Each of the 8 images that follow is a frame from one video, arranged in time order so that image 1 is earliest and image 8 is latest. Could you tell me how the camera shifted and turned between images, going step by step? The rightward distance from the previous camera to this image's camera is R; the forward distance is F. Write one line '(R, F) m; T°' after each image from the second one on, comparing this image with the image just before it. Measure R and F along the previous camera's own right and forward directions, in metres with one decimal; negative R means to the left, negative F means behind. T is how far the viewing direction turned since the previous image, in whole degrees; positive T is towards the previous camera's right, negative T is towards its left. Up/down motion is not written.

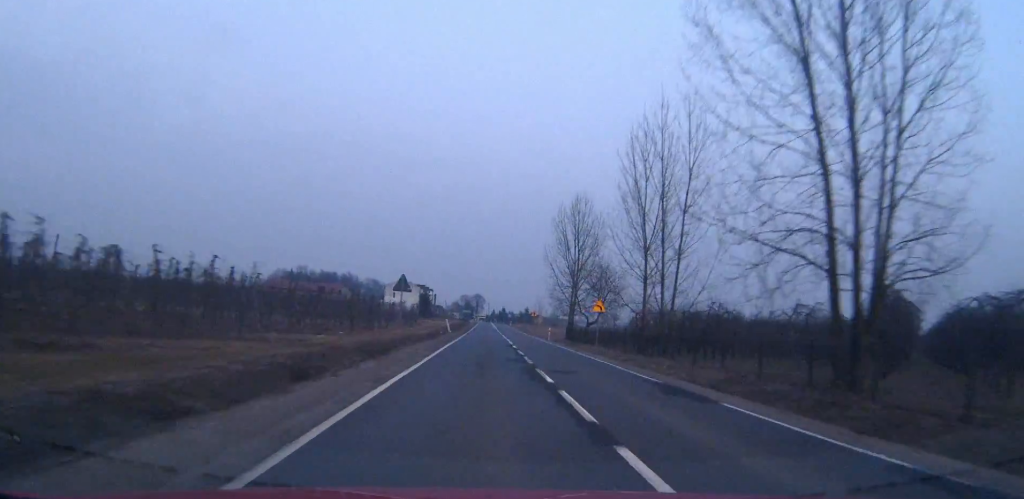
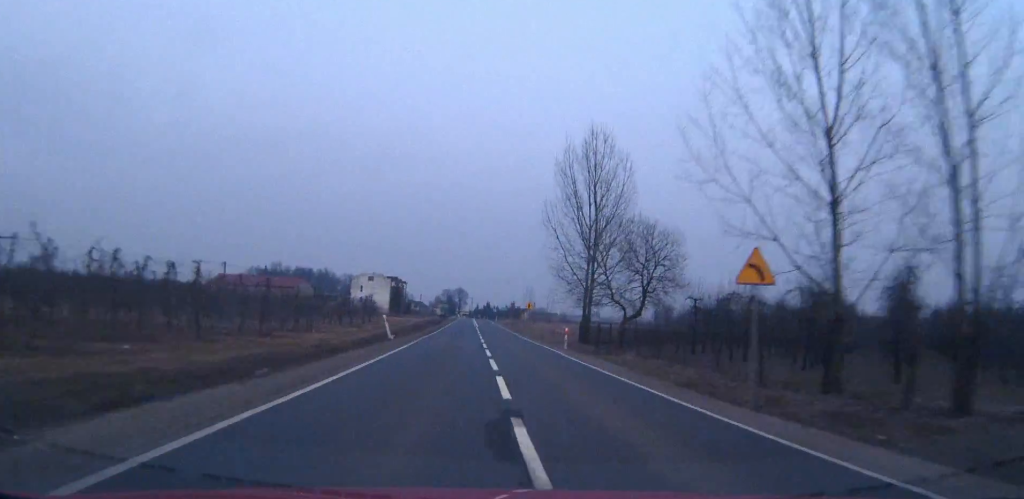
(+0.2, +27.7) m; +1°
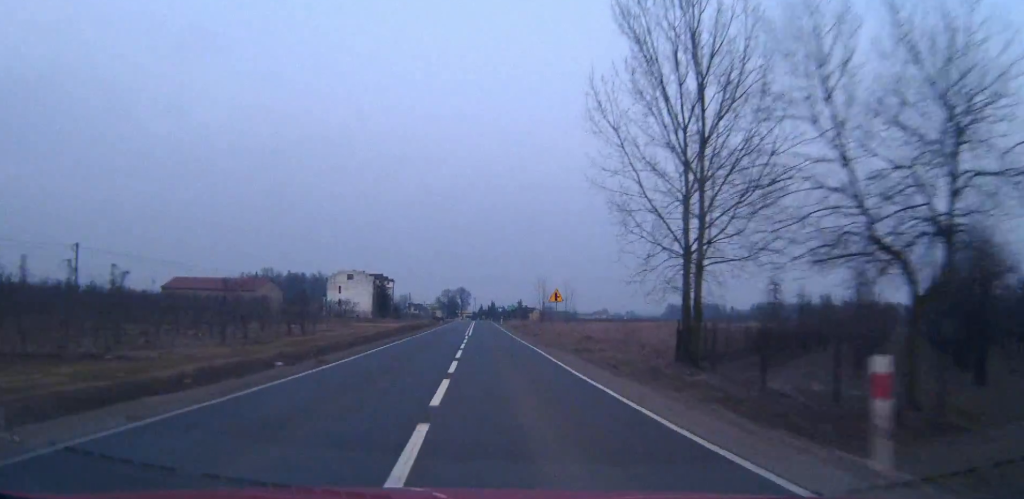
(+0.3, +30.7) m; +1°
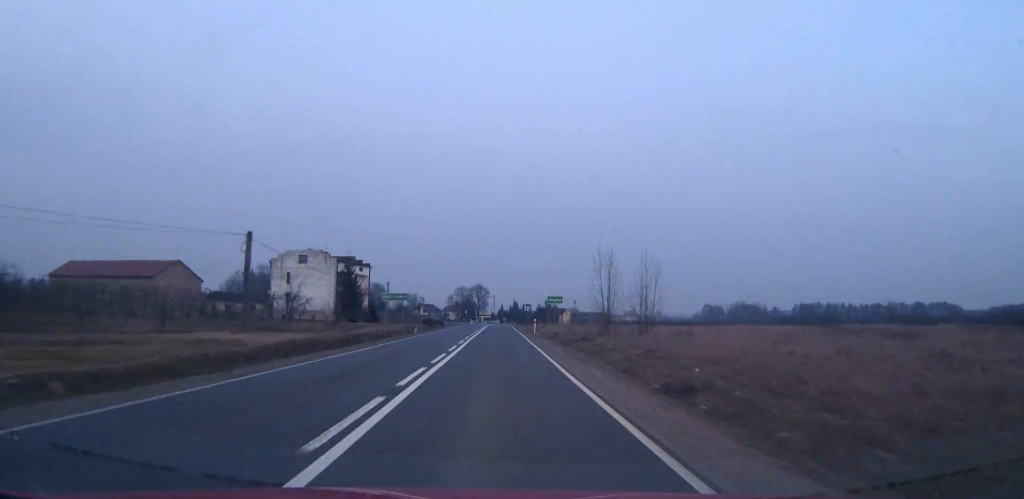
(-0.6, +51.7) m; -2°
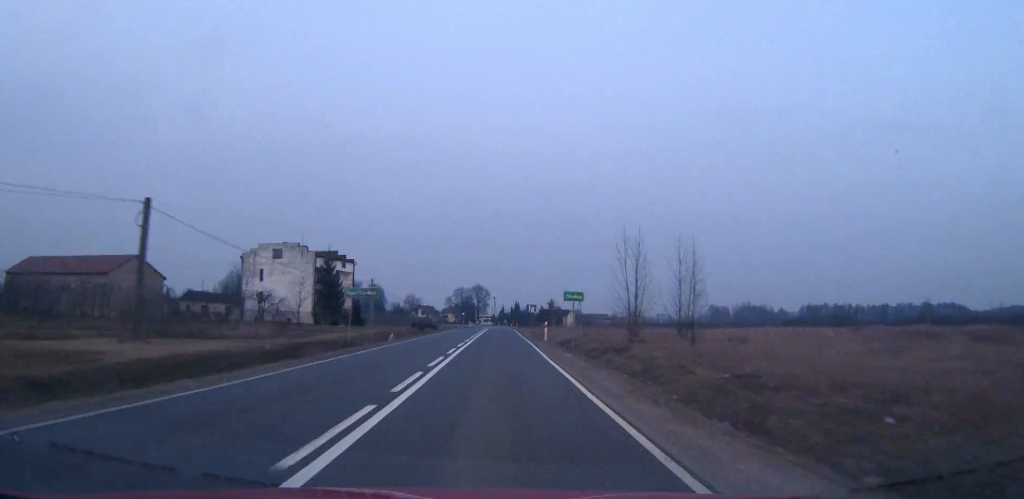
(-0.1, +12.5) m; 0°
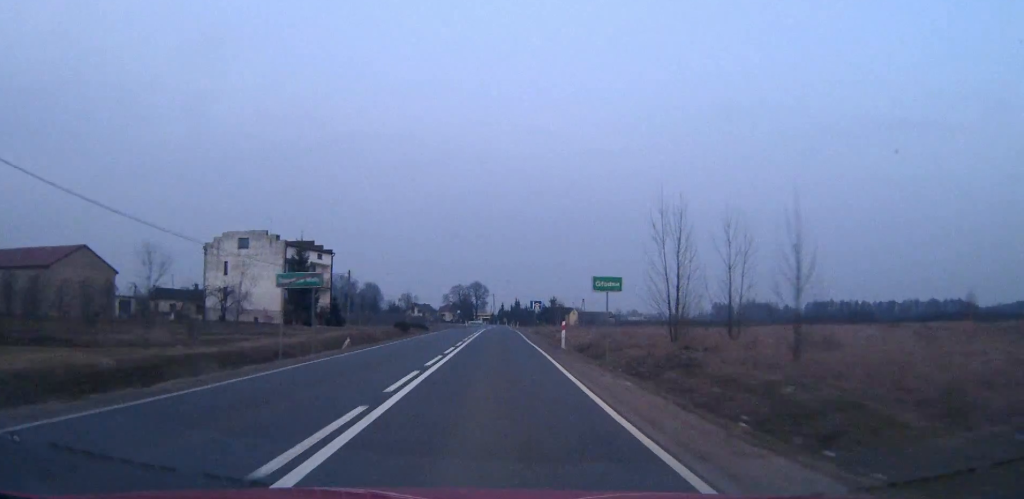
(0.0, +12.4) m; 0°
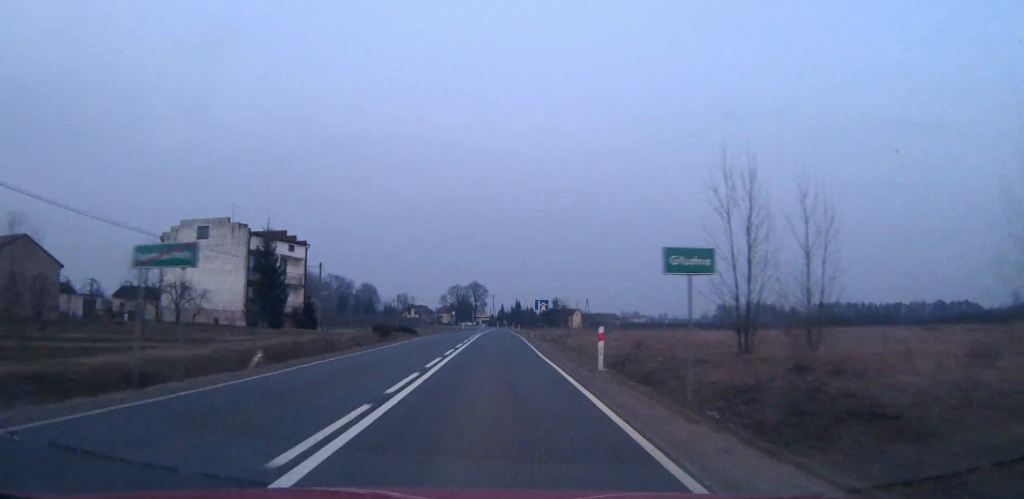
(0.0, +11.6) m; 0°
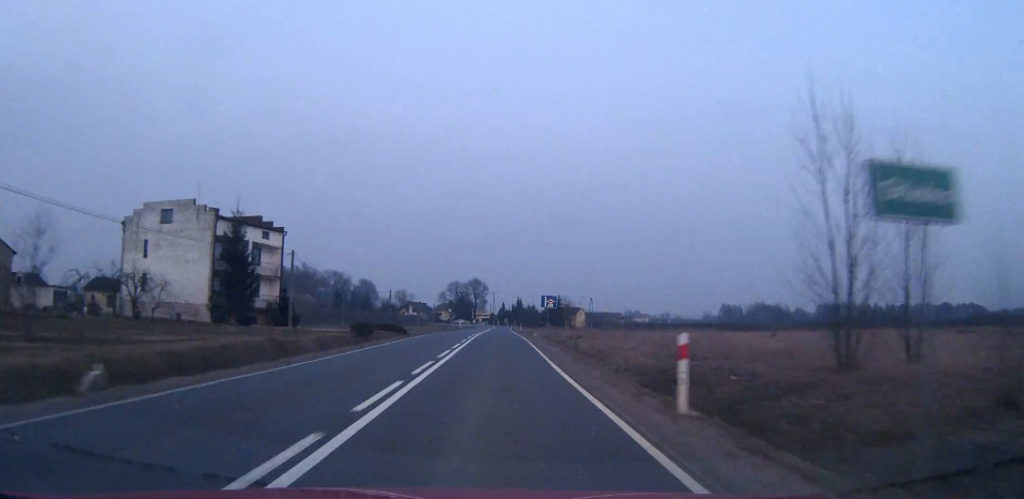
(0.0, +8.6) m; 0°
